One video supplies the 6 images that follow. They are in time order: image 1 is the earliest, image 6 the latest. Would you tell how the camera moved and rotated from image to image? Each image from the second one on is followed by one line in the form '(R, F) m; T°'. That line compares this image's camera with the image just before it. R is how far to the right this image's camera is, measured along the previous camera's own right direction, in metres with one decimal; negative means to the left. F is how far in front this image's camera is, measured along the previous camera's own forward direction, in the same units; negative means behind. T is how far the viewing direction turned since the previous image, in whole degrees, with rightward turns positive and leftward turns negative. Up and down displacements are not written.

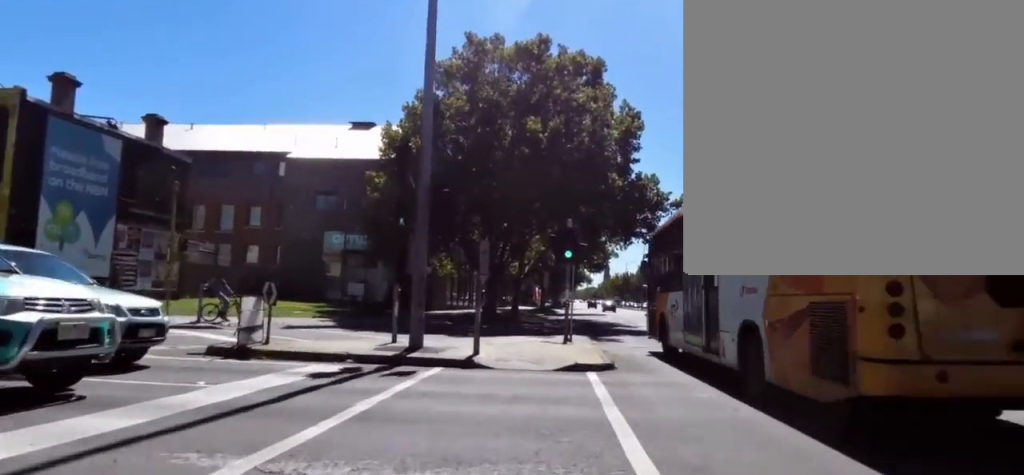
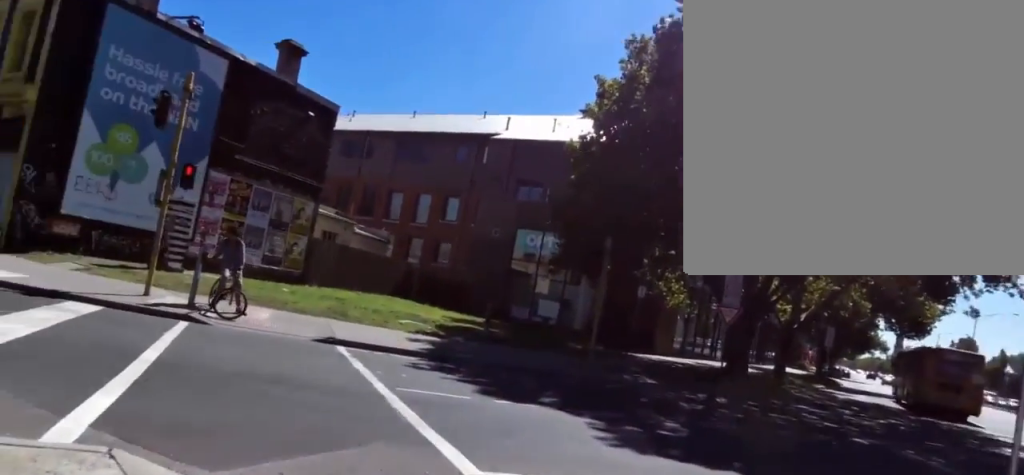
(-2.3, +10.4) m; -48°
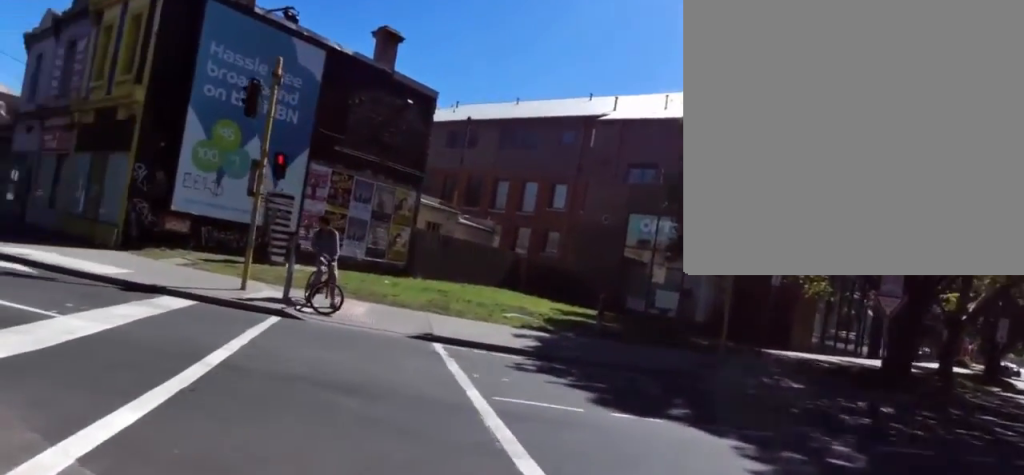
(-0.1, +1.4) m; -11°
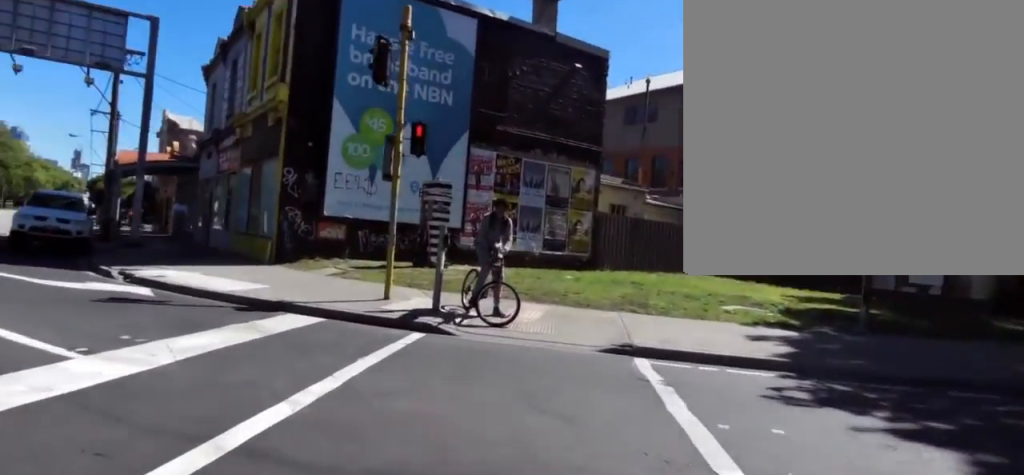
(-0.8, +3.2) m; -24°
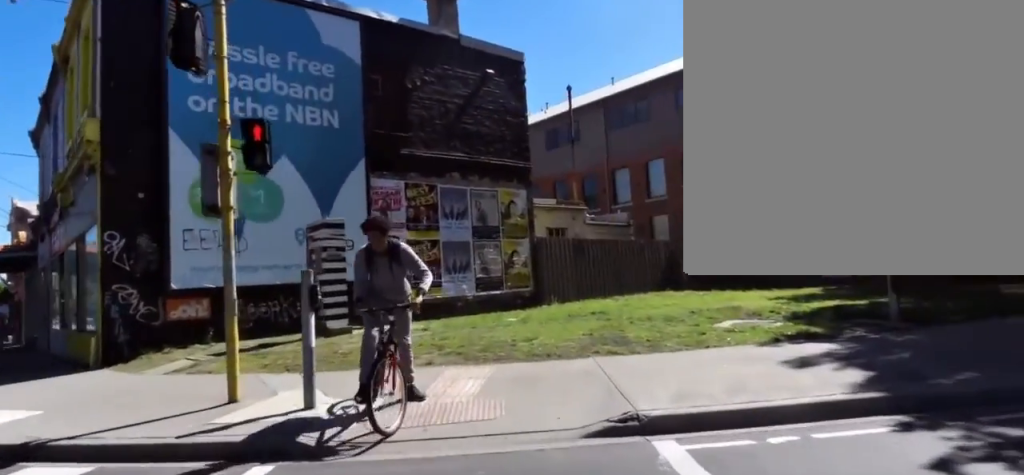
(-0.6, +3.5) m; -10°
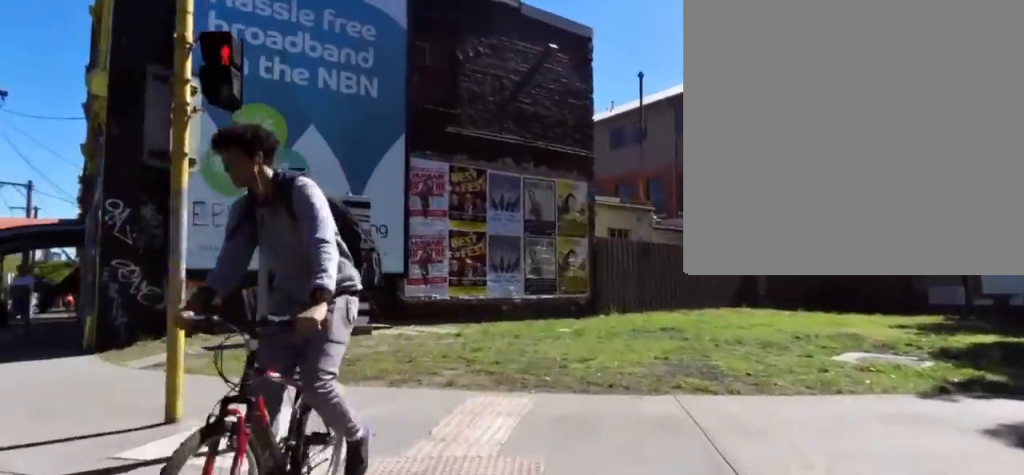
(-0.1, +2.3) m; +3°
